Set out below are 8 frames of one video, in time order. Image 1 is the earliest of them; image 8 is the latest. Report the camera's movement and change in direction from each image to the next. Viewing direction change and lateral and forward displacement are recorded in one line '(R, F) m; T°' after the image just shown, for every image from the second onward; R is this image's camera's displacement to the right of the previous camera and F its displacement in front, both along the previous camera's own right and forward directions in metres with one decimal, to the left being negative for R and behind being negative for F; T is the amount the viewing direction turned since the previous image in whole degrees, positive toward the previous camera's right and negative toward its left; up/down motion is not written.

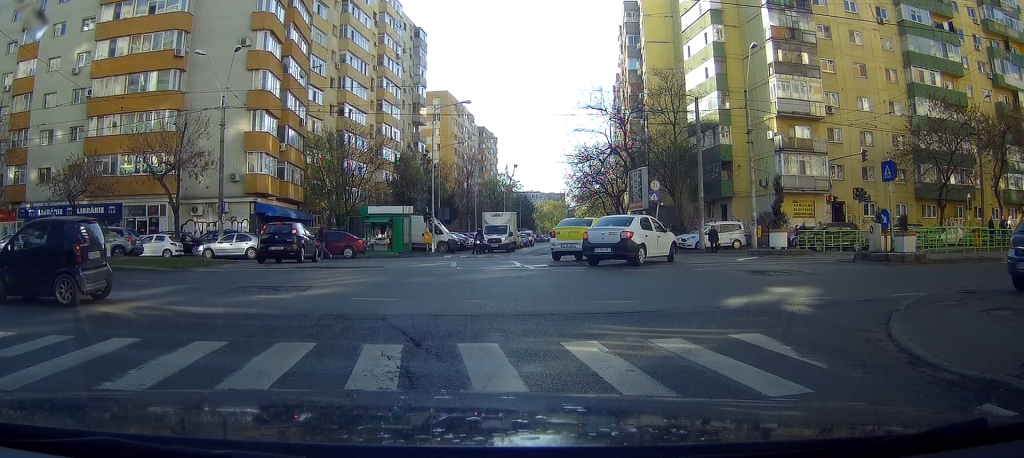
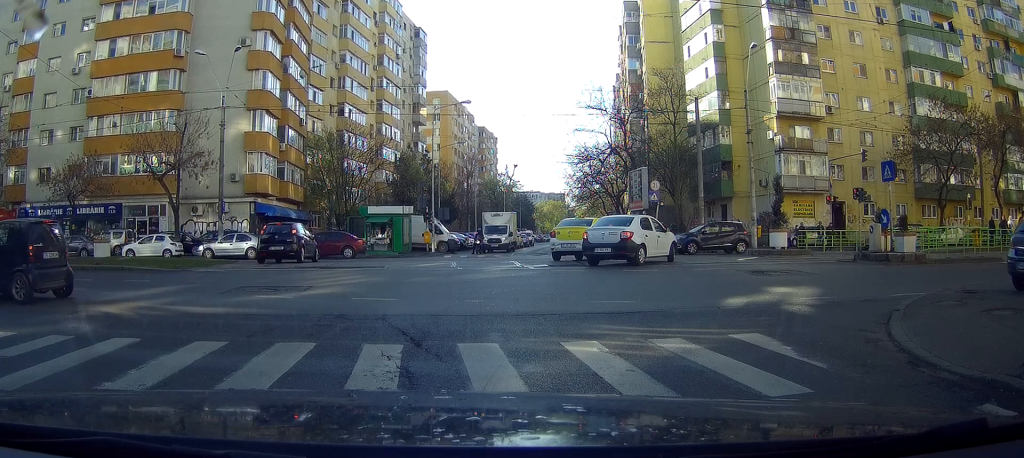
(0.0, 0.0) m; 0°
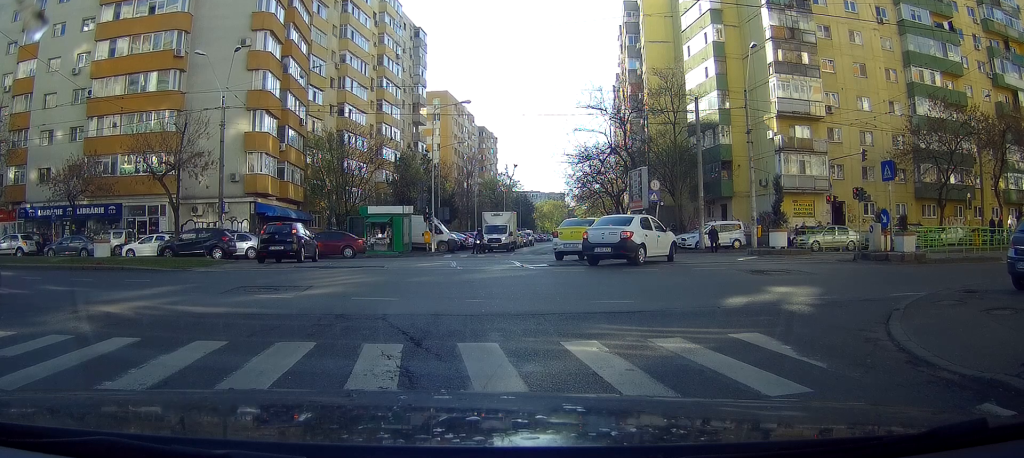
(0.0, +0.2) m; 0°
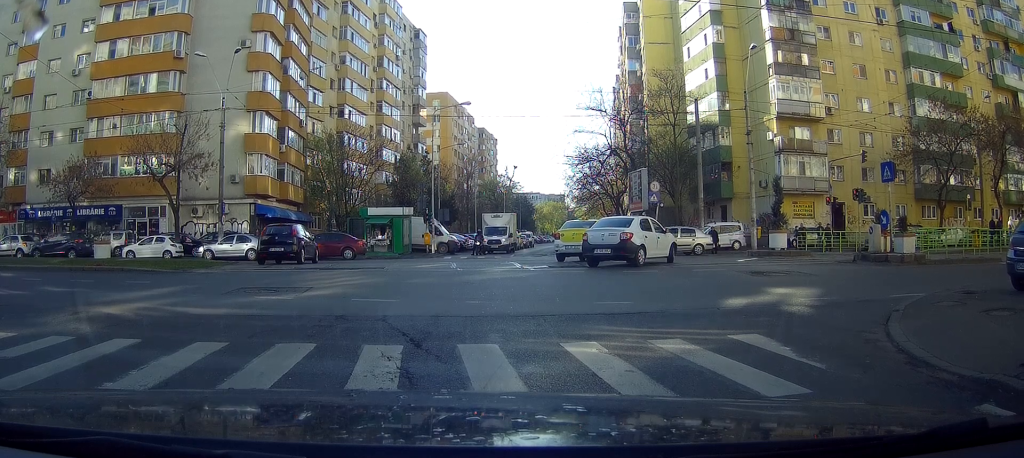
(0.0, 0.0) m; 0°
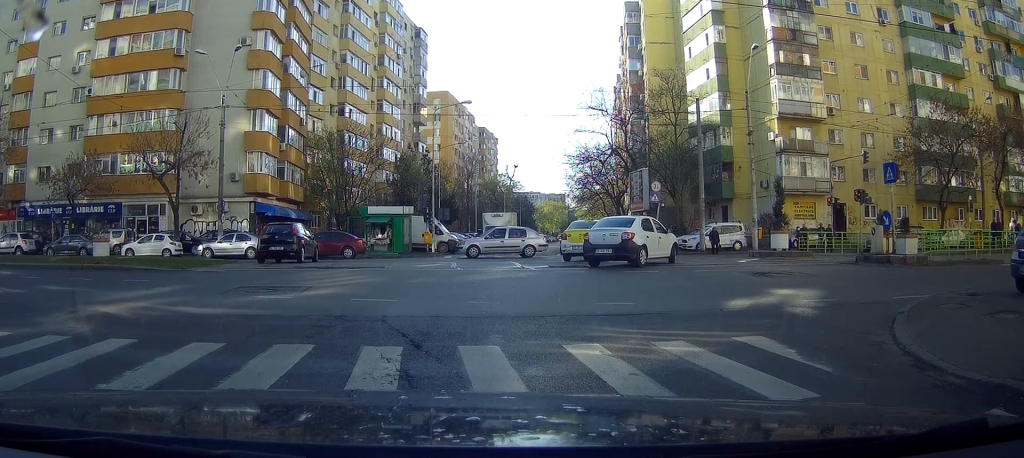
(0.0, 0.0) m; 0°
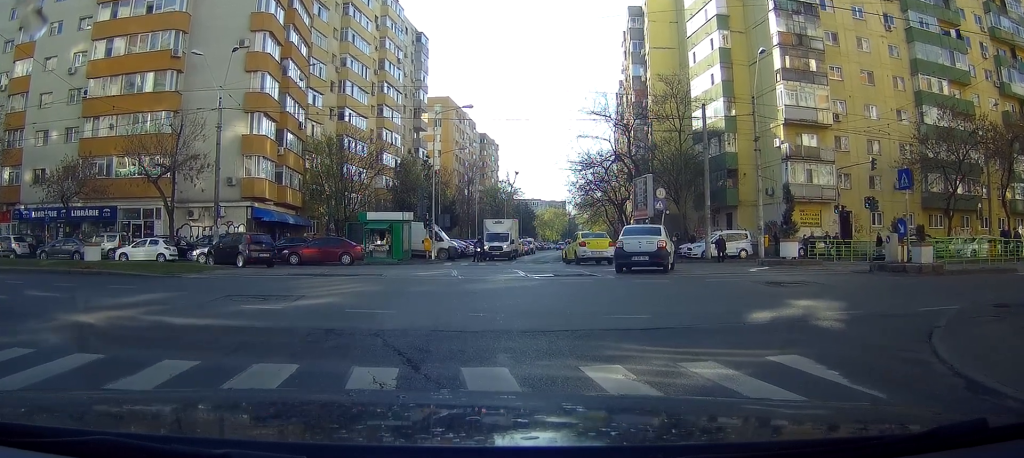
(0.0, +1.9) m; +1°
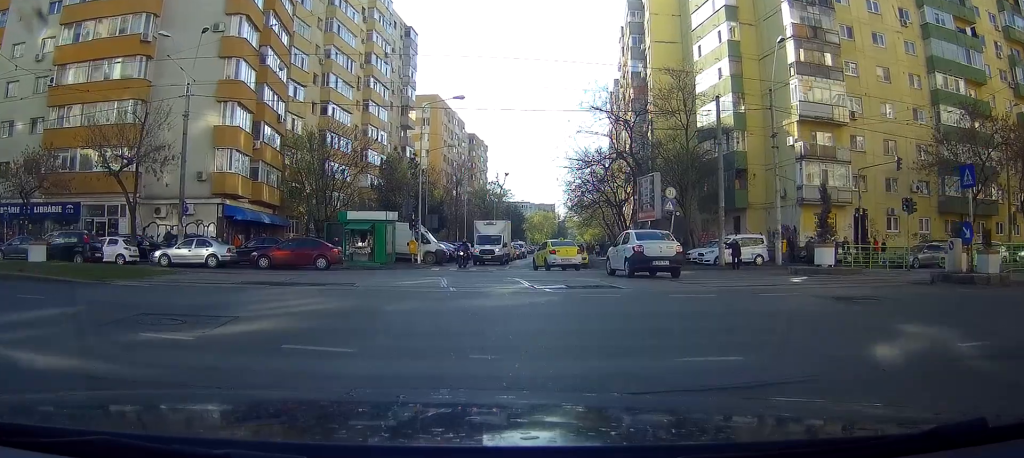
(+0.1, +4.5) m; -1°
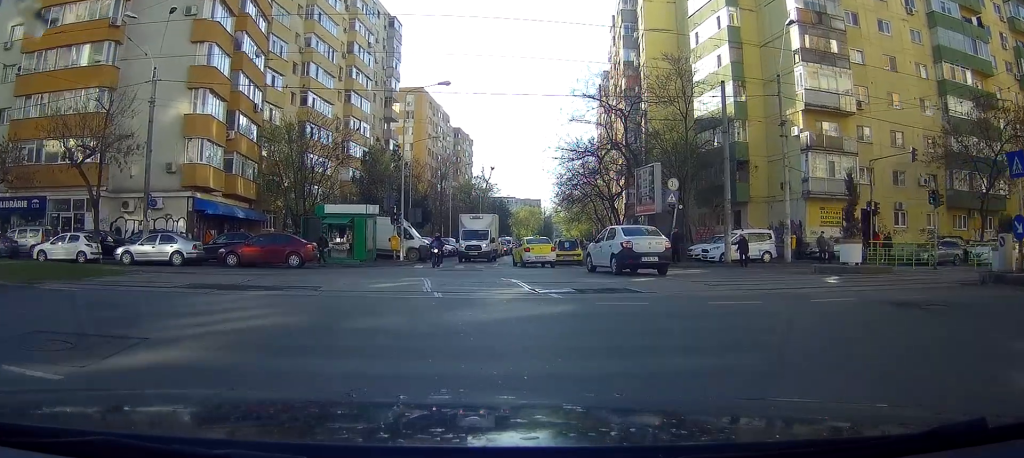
(-0.1, +2.8) m; -1°
